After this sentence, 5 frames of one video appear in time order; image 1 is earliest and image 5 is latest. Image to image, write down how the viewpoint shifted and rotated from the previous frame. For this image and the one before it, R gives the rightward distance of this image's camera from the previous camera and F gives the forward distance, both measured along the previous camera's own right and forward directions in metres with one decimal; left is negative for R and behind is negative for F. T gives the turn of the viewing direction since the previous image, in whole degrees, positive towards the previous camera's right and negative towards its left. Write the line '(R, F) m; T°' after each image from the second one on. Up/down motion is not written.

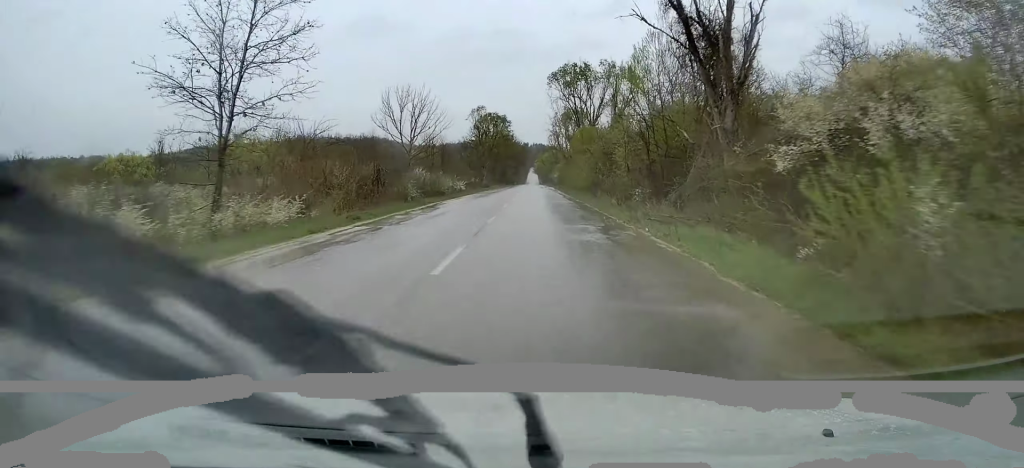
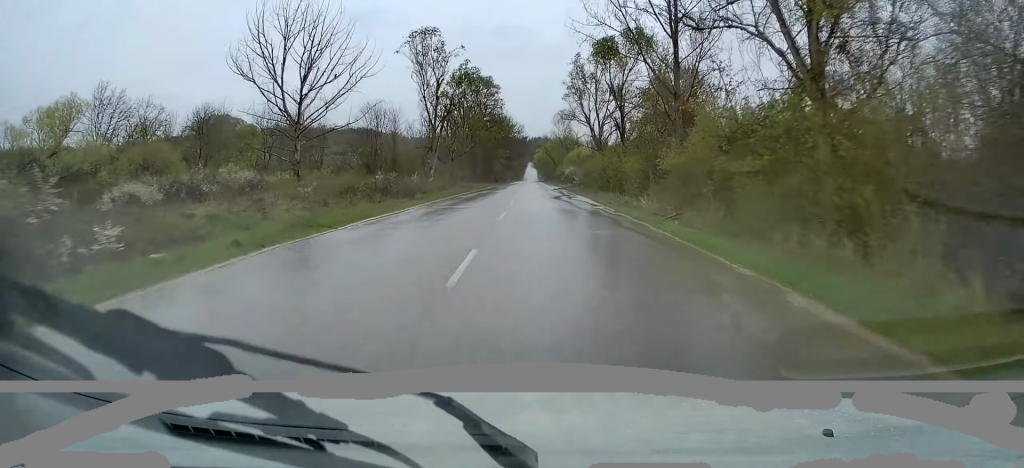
(-0.9, +54.3) m; 0°
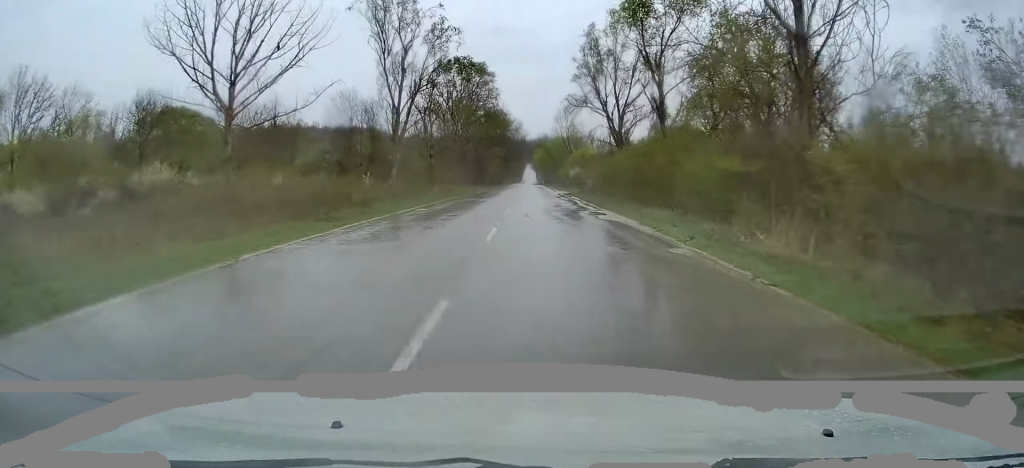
(+0.3, +13.9) m; 0°
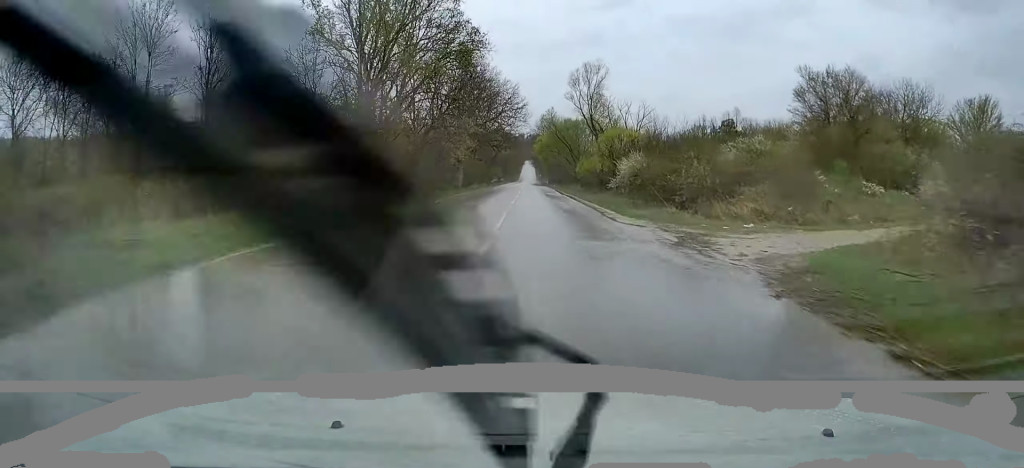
(+0.3, +46.9) m; 0°
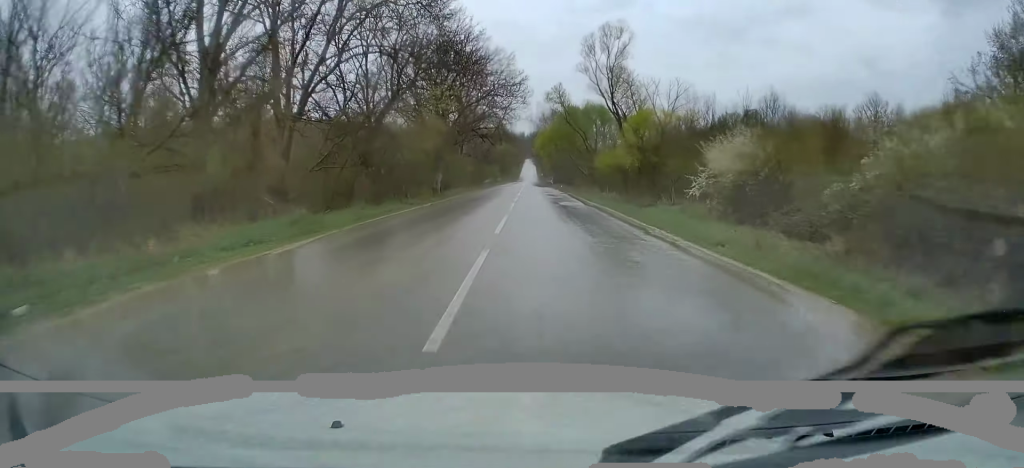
(-0.4, +19.4) m; -1°
